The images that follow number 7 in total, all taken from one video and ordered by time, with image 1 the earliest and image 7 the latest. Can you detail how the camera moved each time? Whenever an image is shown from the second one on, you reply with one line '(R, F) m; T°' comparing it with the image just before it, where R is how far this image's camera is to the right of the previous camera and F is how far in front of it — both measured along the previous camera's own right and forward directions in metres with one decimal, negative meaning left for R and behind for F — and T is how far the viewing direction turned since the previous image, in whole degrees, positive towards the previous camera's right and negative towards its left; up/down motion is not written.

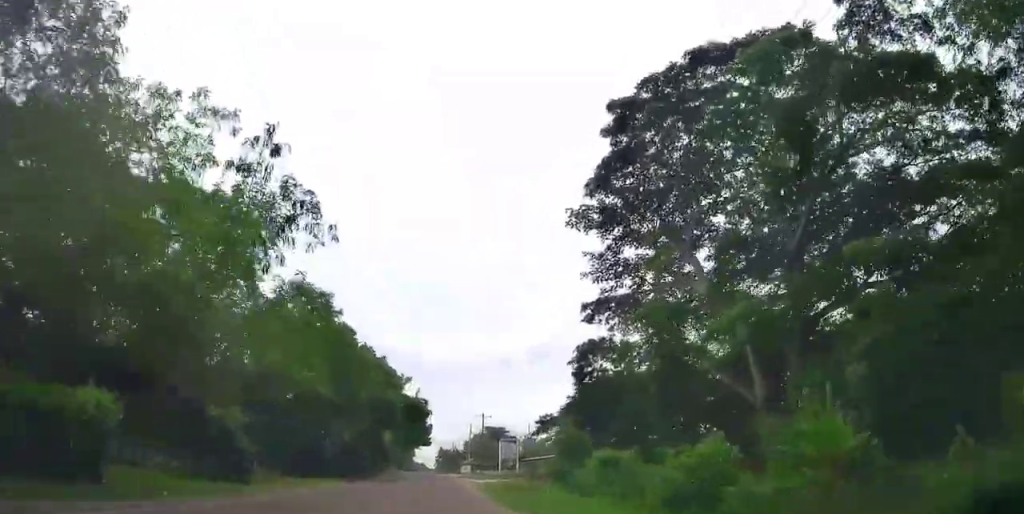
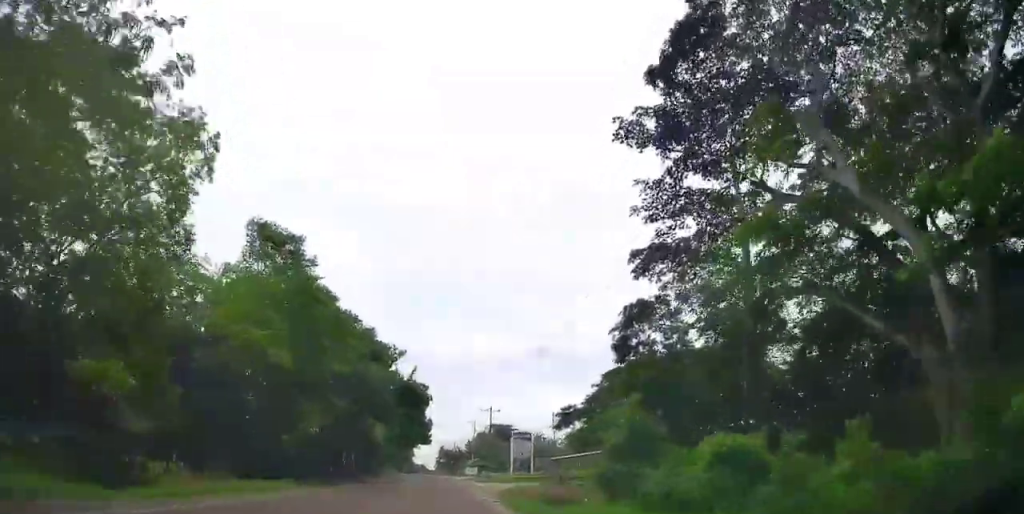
(-0.4, +11.1) m; 0°
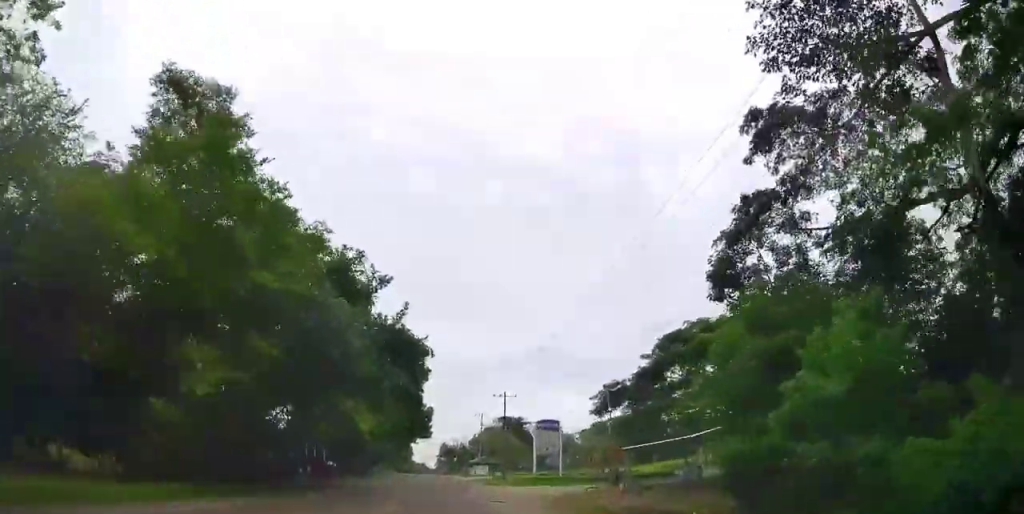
(+0.6, +14.0) m; +1°
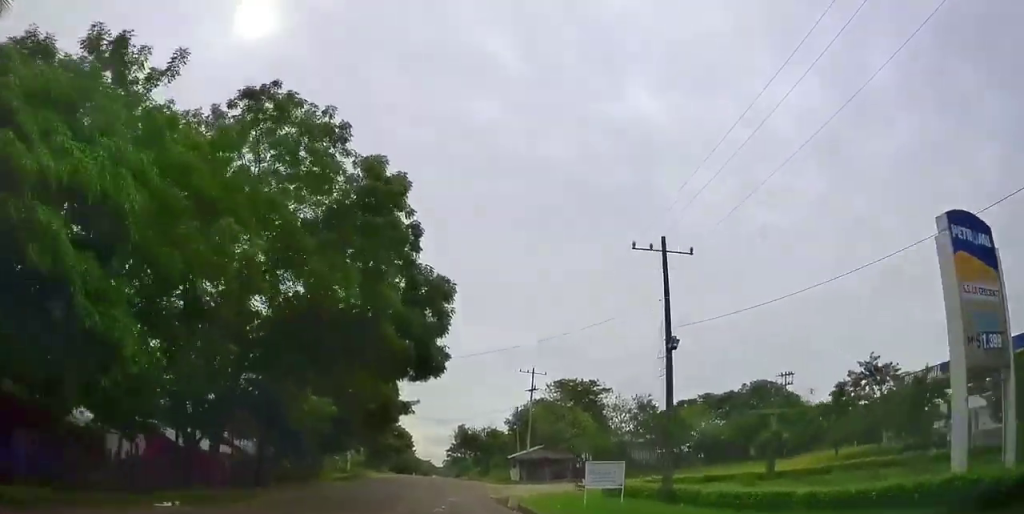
(-0.1, +42.4) m; -1°
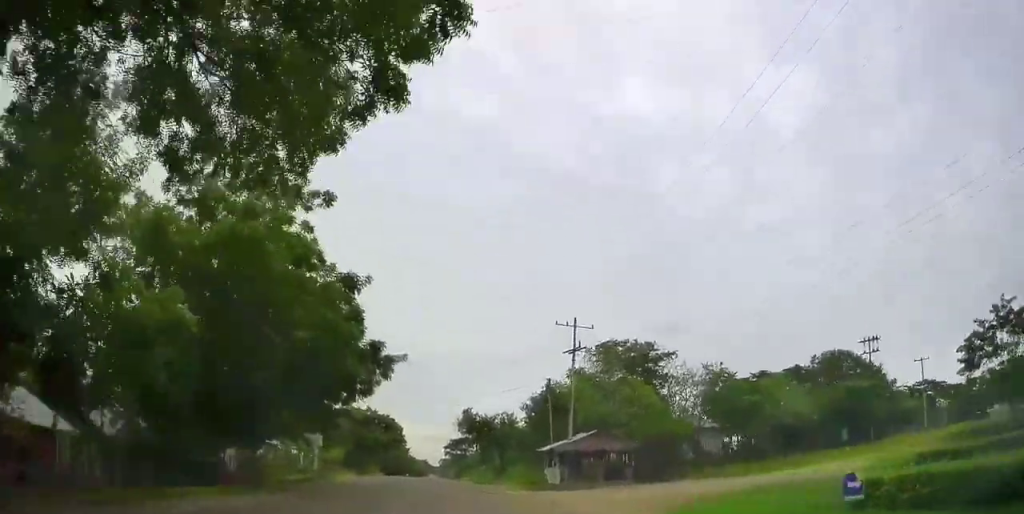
(-0.3, +16.8) m; -2°
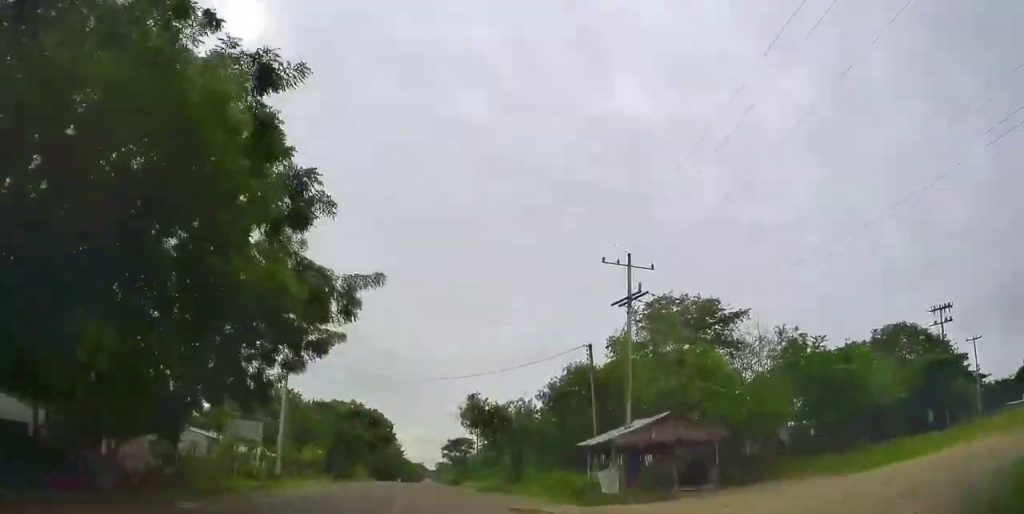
(-0.3, +11.1) m; +1°
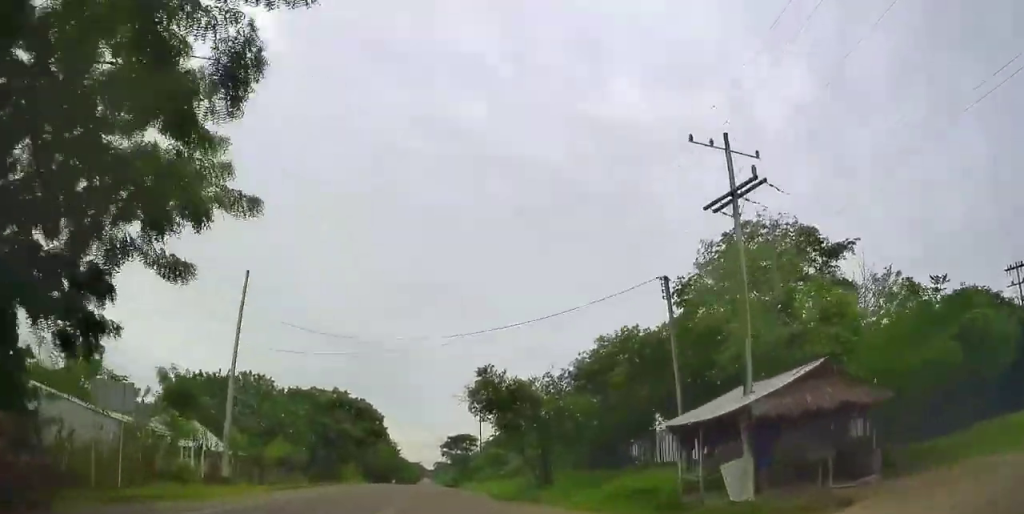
(0.0, +9.7) m; +1°
